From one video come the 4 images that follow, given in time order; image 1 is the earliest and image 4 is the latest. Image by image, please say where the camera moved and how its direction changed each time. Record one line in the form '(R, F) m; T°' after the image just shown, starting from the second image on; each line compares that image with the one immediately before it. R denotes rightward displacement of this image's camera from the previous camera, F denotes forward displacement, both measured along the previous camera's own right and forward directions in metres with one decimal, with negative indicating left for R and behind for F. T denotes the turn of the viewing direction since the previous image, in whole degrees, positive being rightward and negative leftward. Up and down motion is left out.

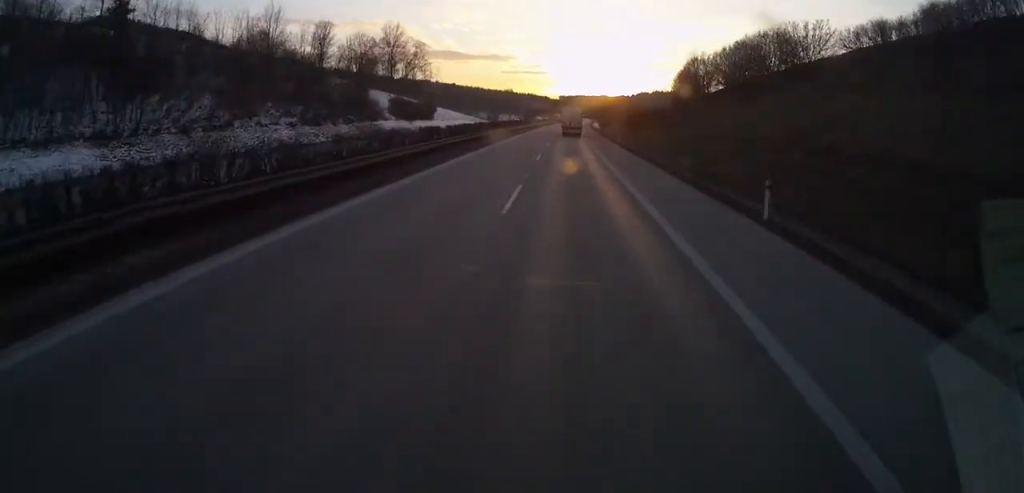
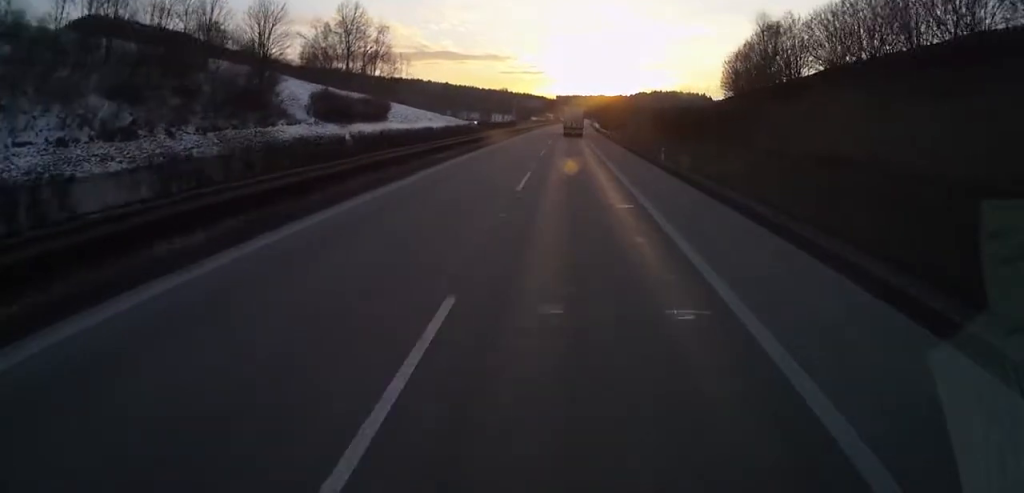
(+0.5, +31.1) m; +1°
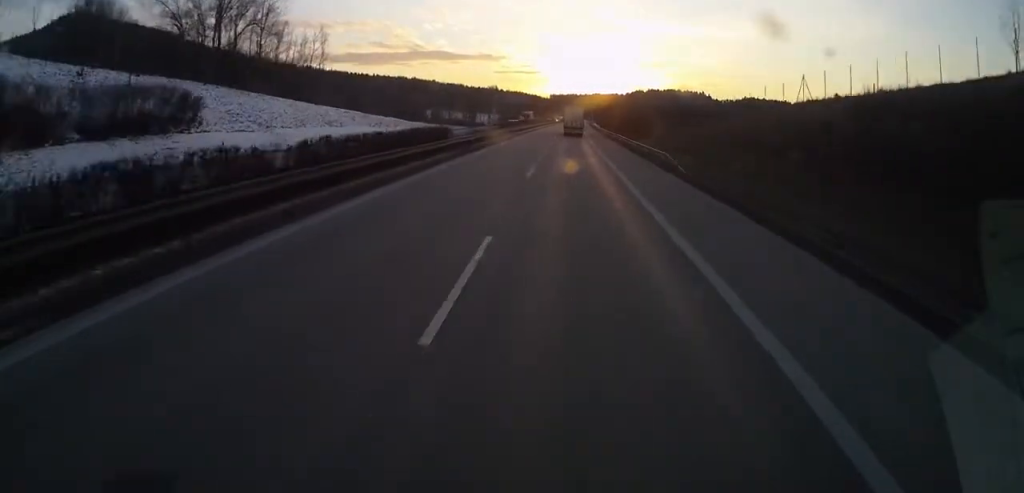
(+0.2, +49.9) m; 0°
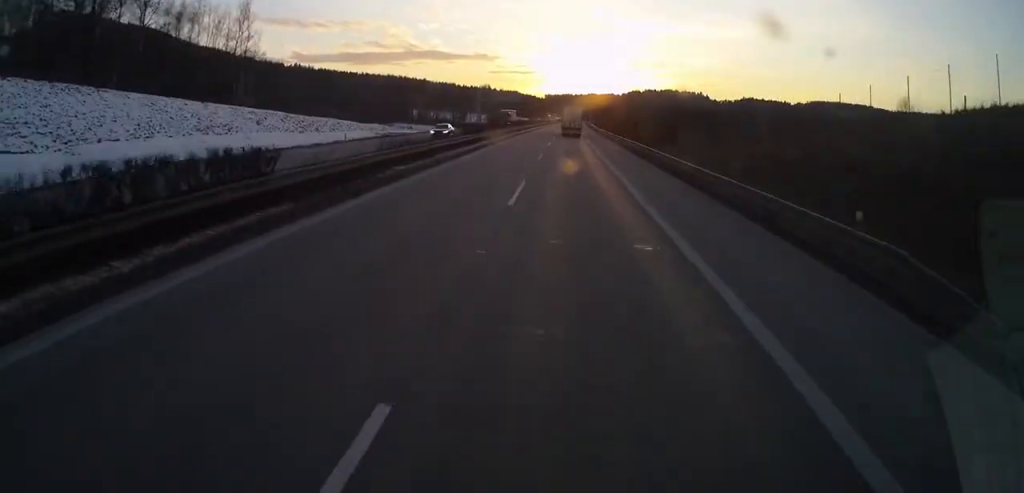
(0.0, +25.7) m; +1°
